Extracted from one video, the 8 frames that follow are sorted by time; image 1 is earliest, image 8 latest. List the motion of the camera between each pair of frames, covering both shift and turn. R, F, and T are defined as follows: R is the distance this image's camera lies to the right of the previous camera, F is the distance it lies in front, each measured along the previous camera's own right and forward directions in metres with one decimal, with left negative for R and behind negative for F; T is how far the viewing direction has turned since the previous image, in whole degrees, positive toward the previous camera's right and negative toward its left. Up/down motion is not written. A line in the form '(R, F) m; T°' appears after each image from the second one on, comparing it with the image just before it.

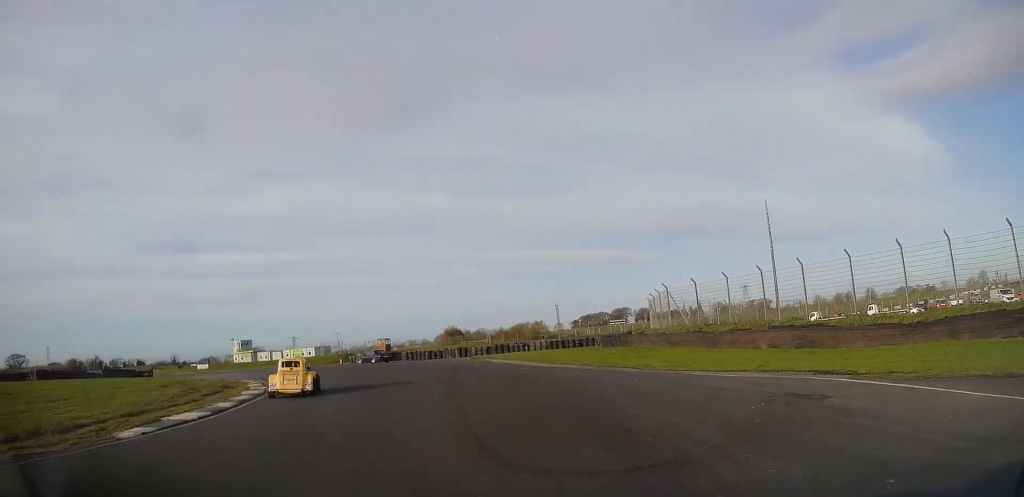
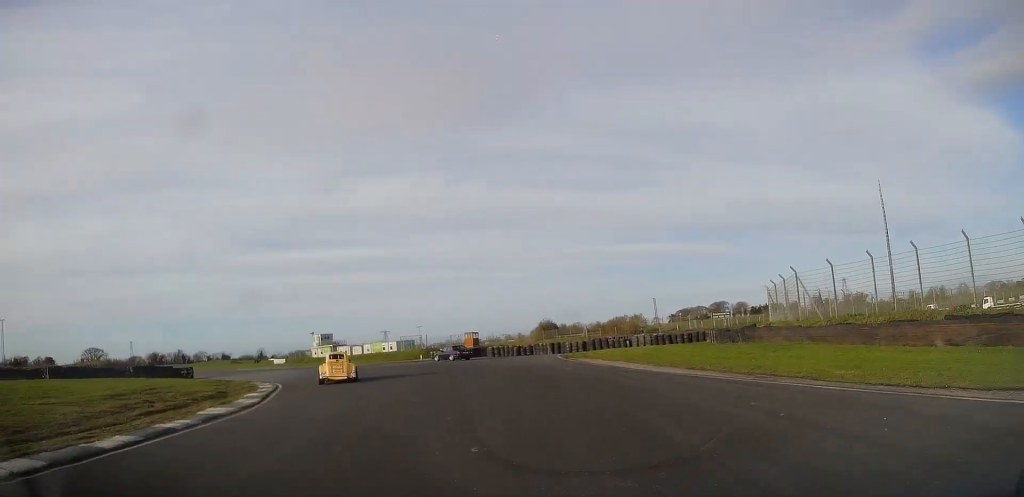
(-0.5, +8.0) m; -9°
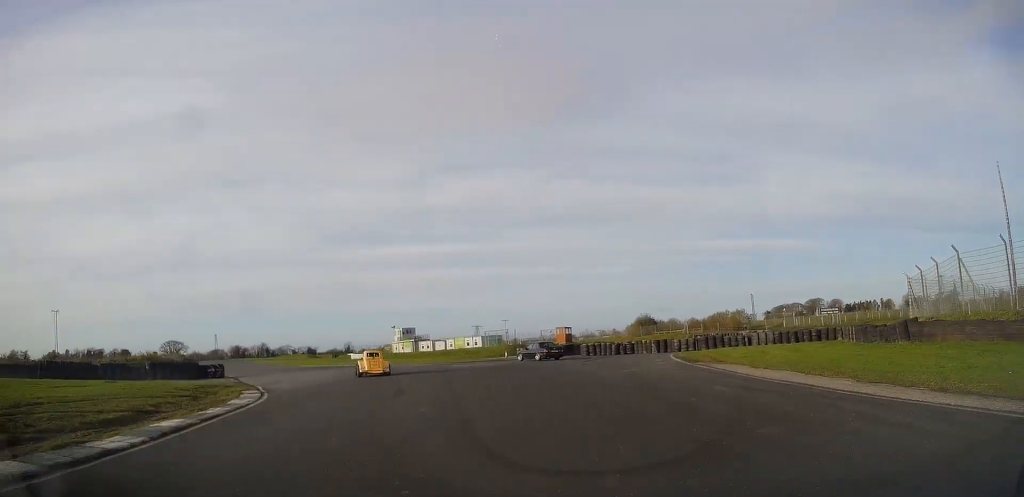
(-1.0, +9.0) m; -8°
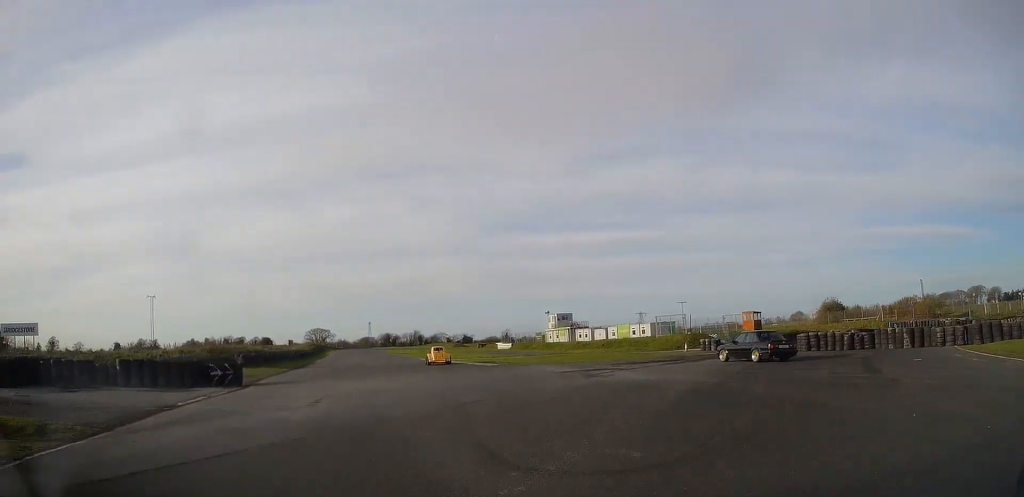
(-1.8, +16.9) m; -11°
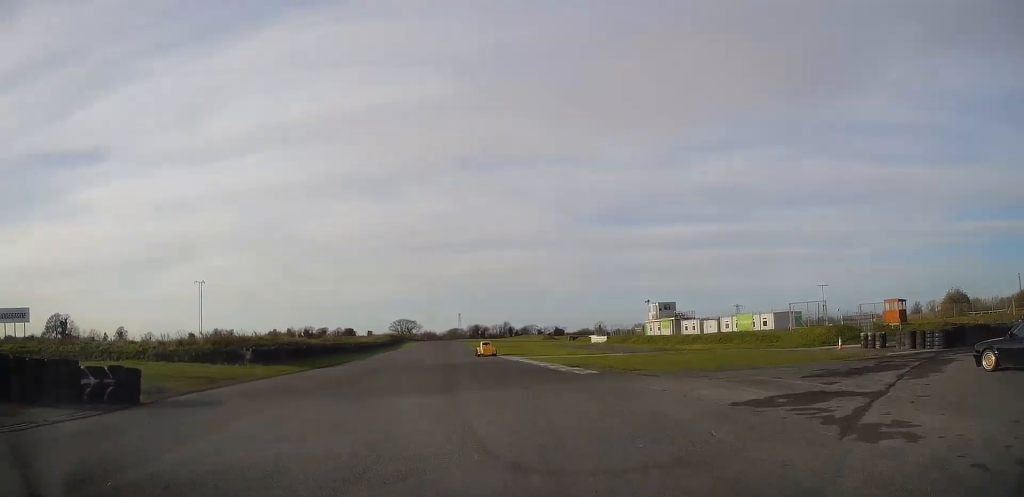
(-0.9, +12.9) m; -7°
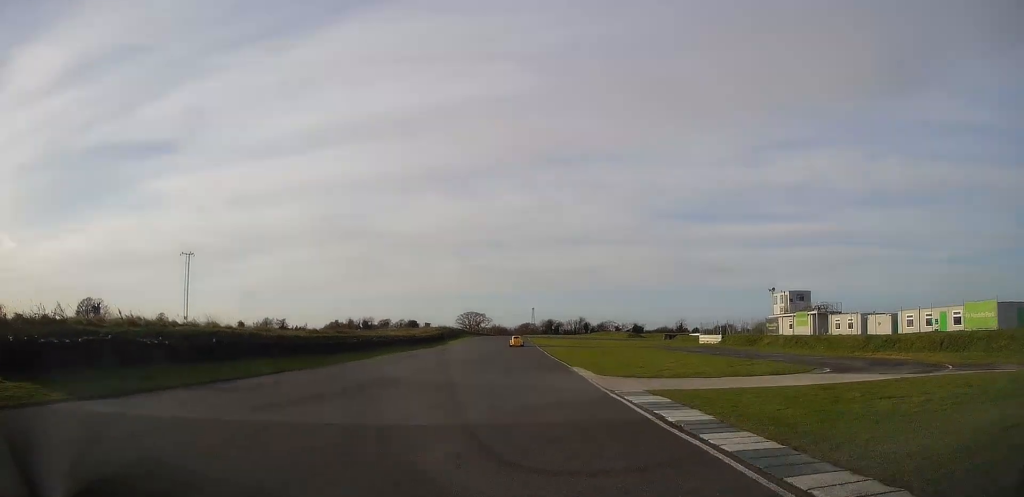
(-2.3, +25.1) m; -9°
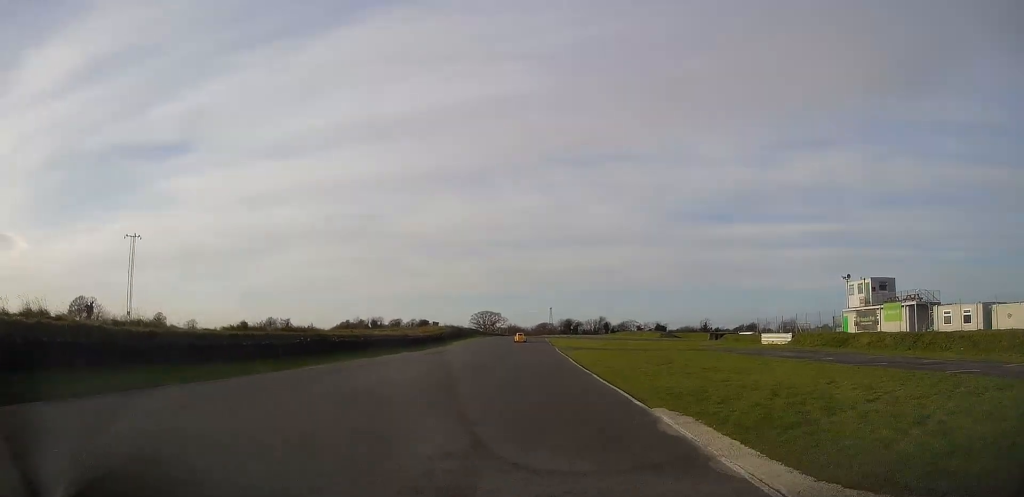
(-0.6, +15.6) m; -3°
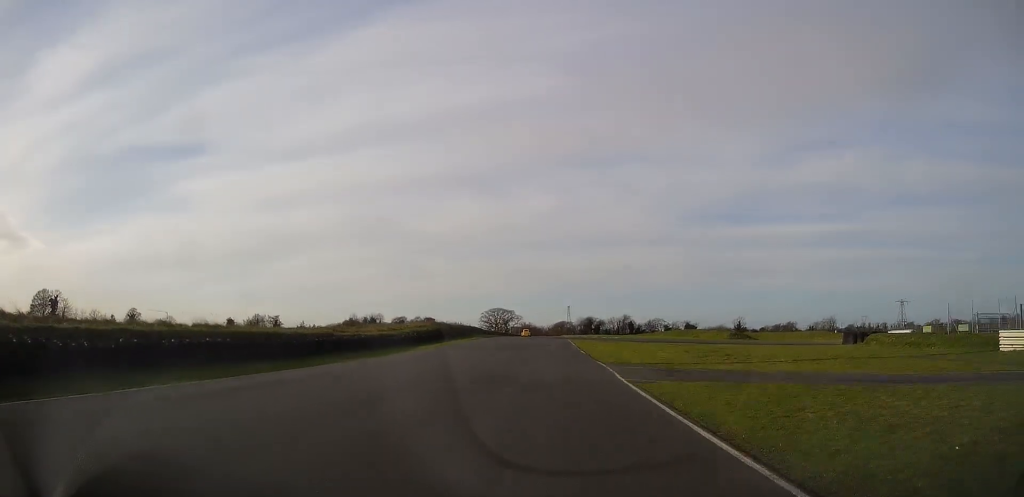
(-0.9, +30.9) m; -1°
